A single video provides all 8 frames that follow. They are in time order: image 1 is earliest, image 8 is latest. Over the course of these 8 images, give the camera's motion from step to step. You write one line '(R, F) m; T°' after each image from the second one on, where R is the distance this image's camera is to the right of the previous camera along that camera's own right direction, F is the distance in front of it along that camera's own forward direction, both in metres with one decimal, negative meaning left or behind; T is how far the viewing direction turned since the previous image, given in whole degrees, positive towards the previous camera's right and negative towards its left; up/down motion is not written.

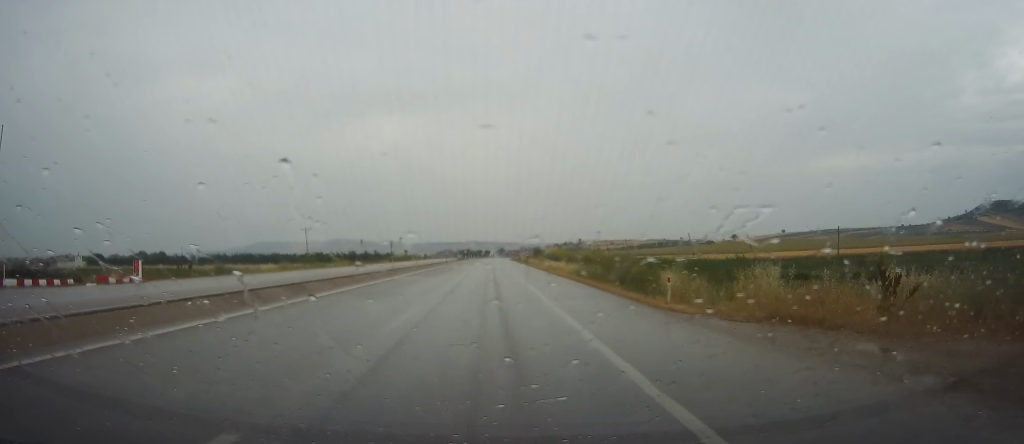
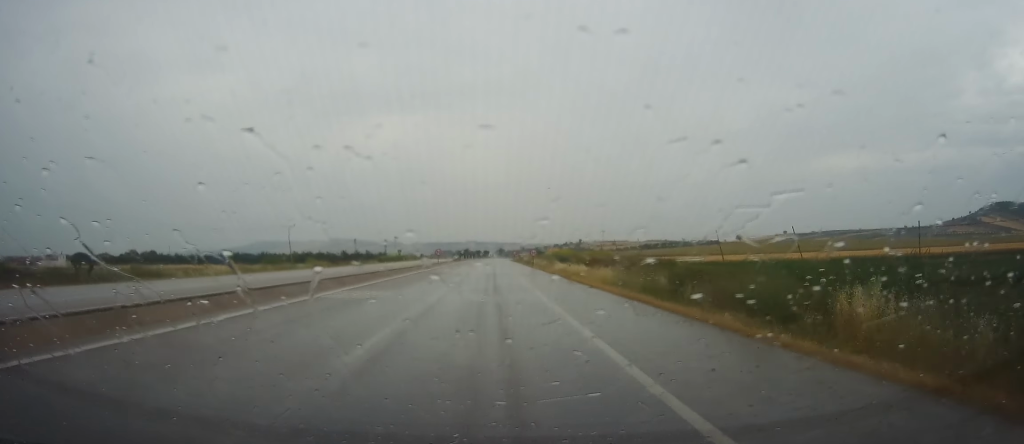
(0.0, +14.9) m; 0°
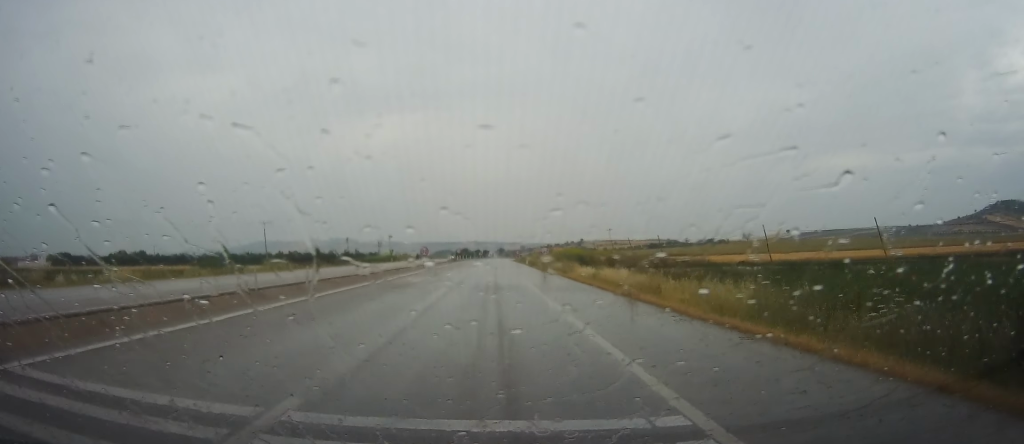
(+0.4, +18.4) m; 0°
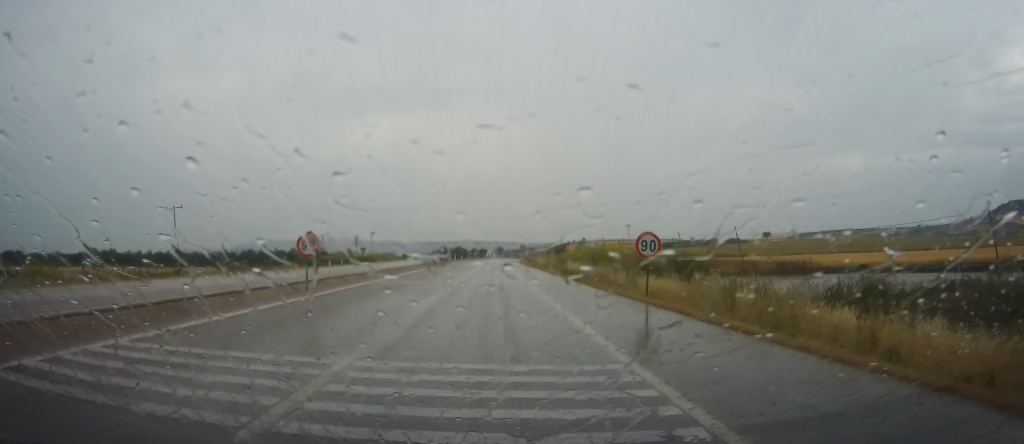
(+0.1, +44.2) m; +1°
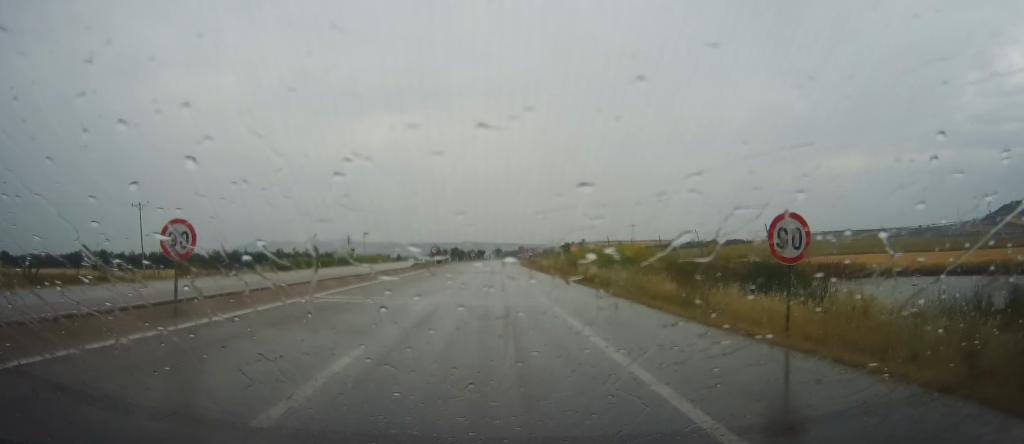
(+0.1, +11.8) m; 0°
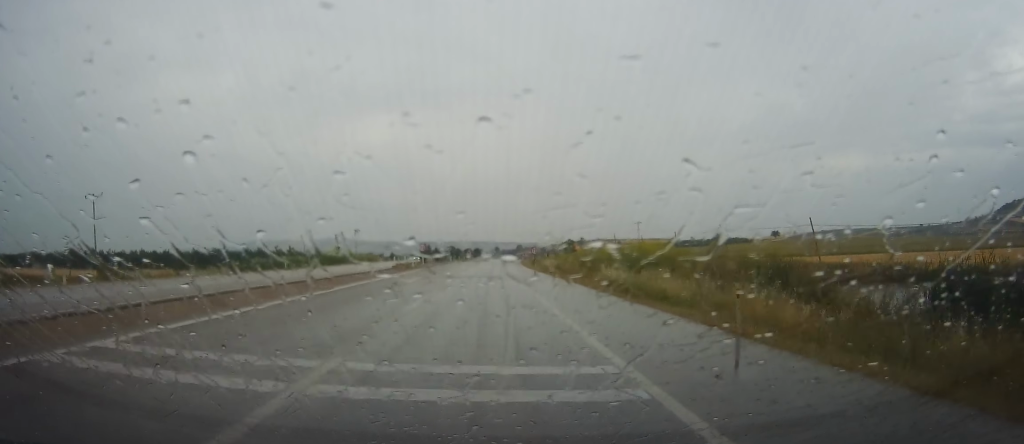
(-0.2, +13.0) m; 0°
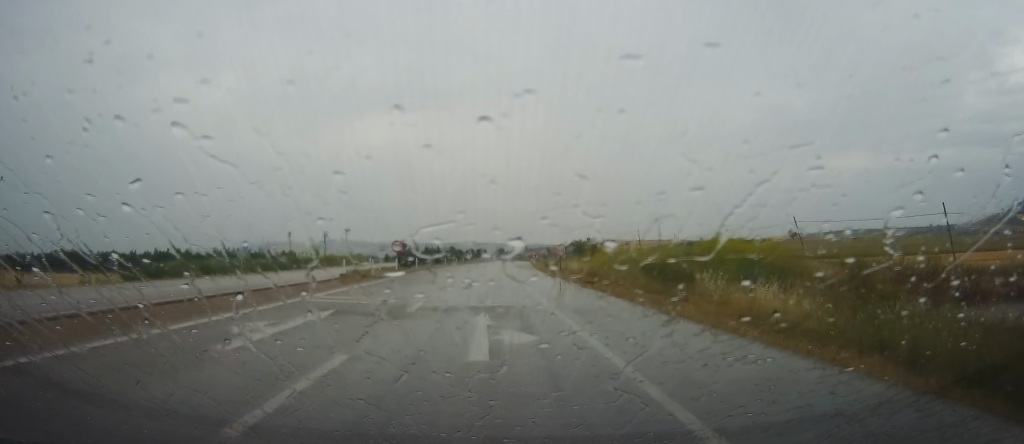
(+0.1, +23.9) m; +1°
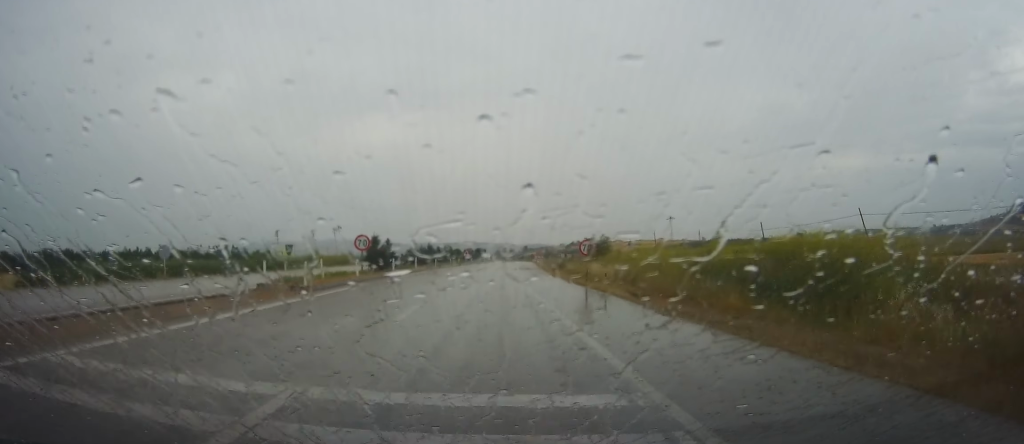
(+0.1, +14.4) m; +1°
